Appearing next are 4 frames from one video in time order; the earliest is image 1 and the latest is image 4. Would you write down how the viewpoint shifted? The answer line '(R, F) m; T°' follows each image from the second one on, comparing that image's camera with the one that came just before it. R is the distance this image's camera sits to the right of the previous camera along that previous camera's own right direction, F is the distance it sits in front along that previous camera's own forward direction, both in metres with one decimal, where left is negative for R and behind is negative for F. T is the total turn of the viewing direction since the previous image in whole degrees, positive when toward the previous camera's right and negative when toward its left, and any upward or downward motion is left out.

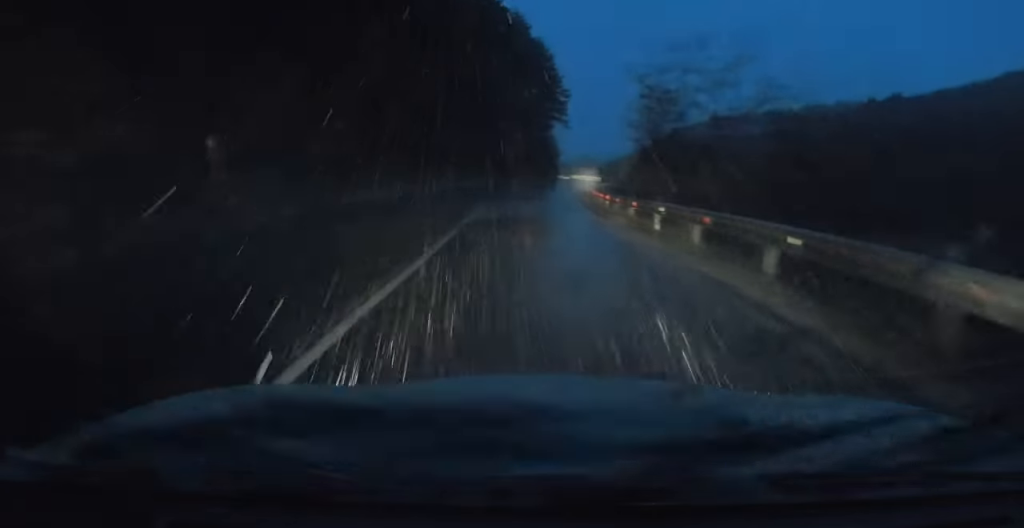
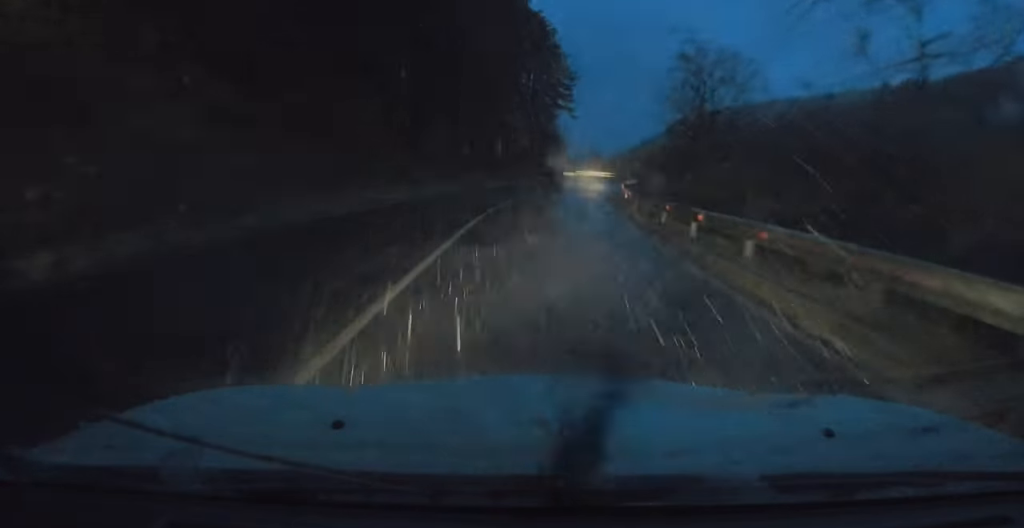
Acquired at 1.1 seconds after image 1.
(+0.2, +14.4) m; +3°
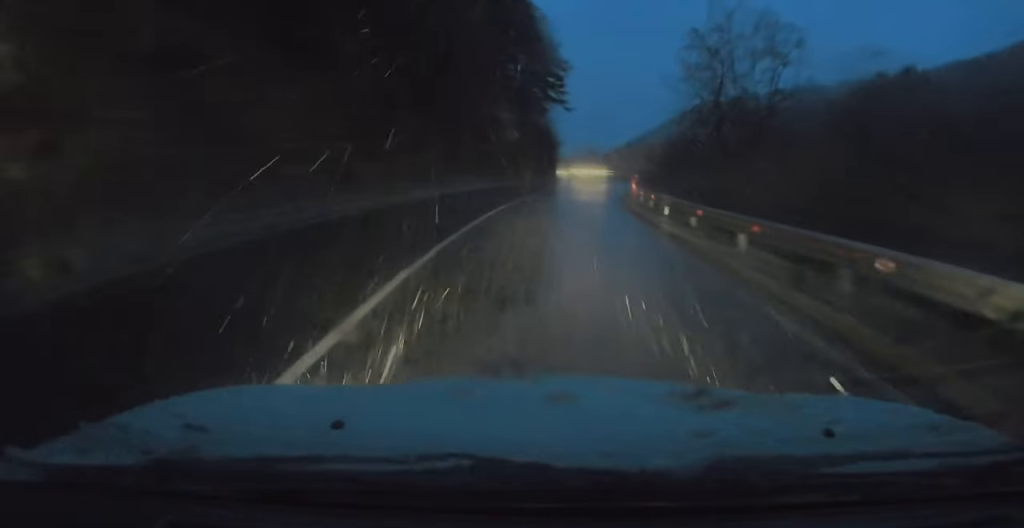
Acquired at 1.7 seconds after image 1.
(+0.1, +7.2) m; +2°
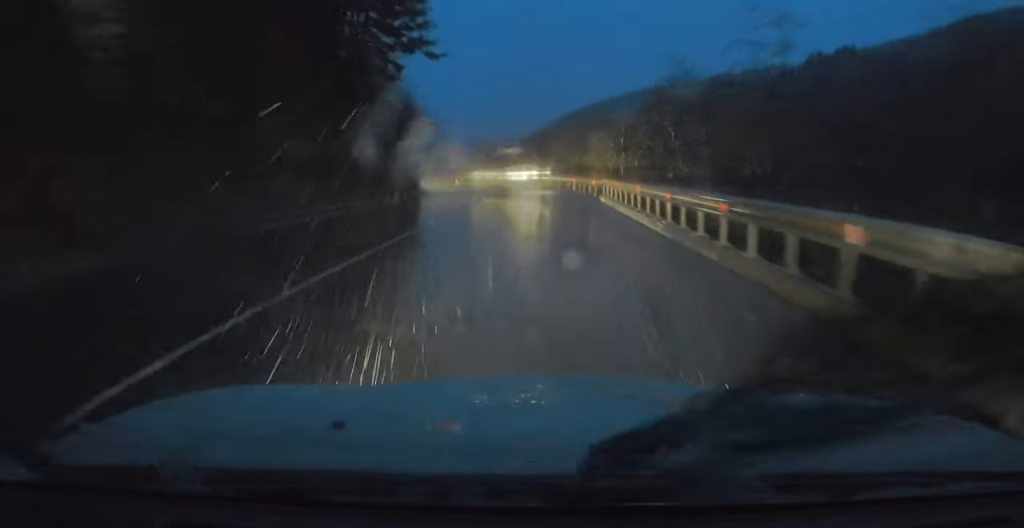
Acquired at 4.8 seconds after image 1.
(+2.8, +38.8) m; +5°
